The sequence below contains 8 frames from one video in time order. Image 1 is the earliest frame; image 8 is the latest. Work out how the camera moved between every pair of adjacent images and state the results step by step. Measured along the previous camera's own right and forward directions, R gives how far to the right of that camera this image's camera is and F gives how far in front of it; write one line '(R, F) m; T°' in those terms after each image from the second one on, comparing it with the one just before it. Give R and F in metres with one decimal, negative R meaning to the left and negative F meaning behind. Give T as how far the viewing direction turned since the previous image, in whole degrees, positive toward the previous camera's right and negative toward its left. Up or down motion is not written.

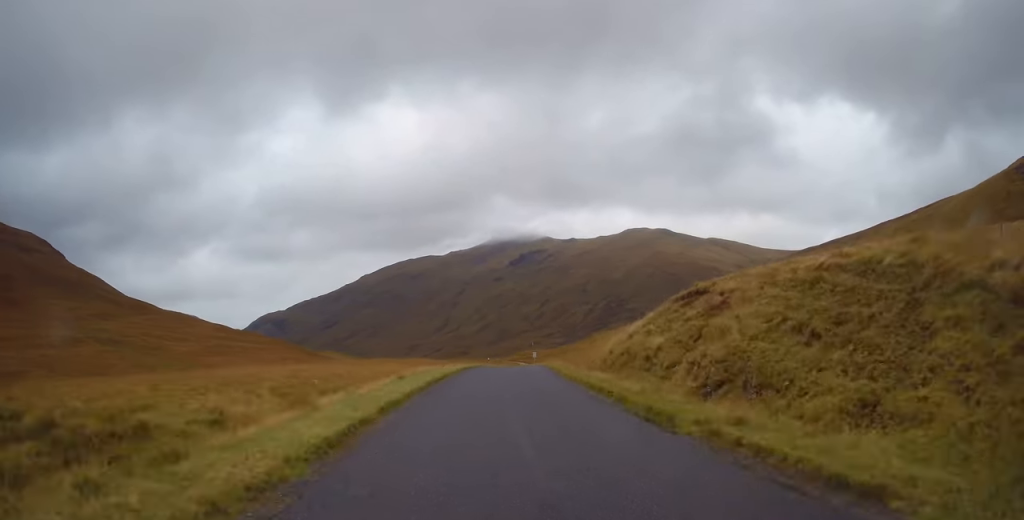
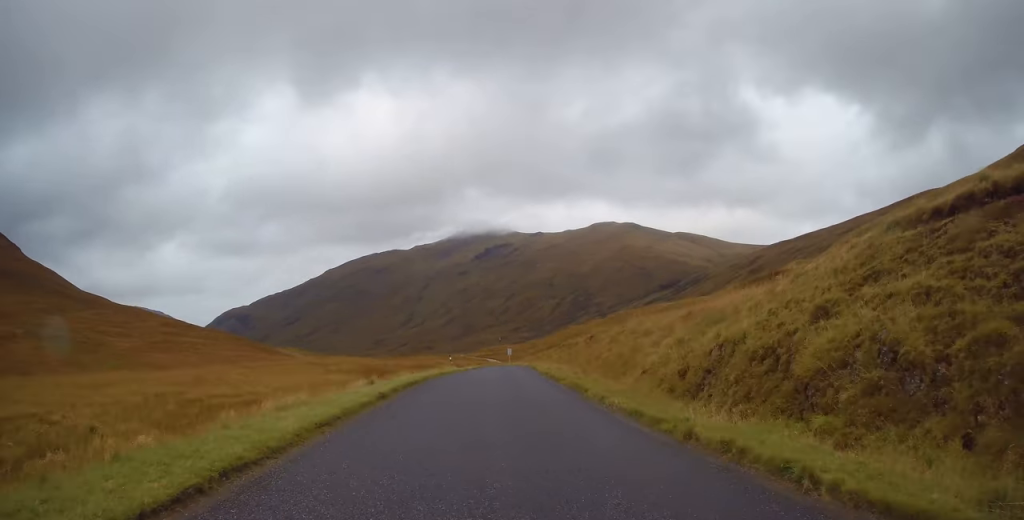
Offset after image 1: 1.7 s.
(+0.2, +23.4) m; +3°
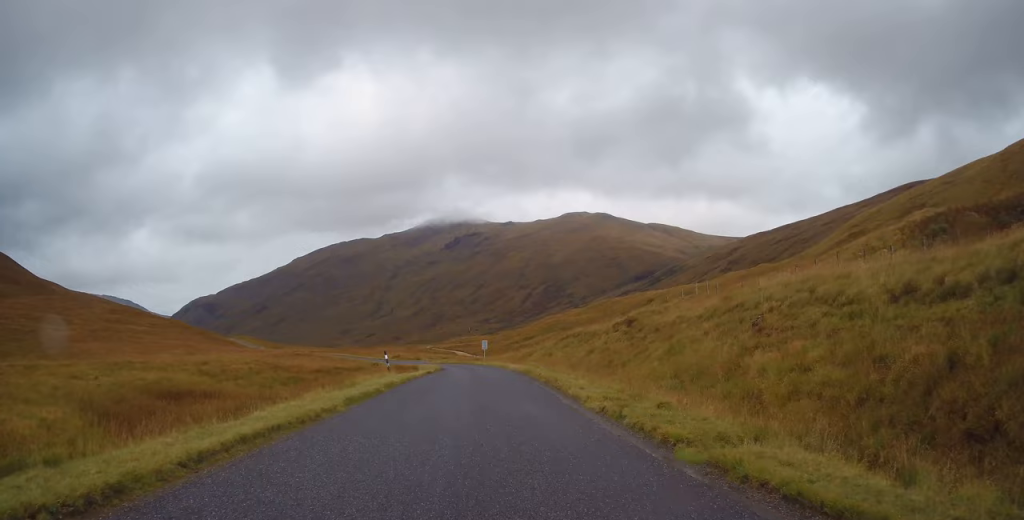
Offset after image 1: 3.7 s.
(+1.0, +28.4) m; -1°
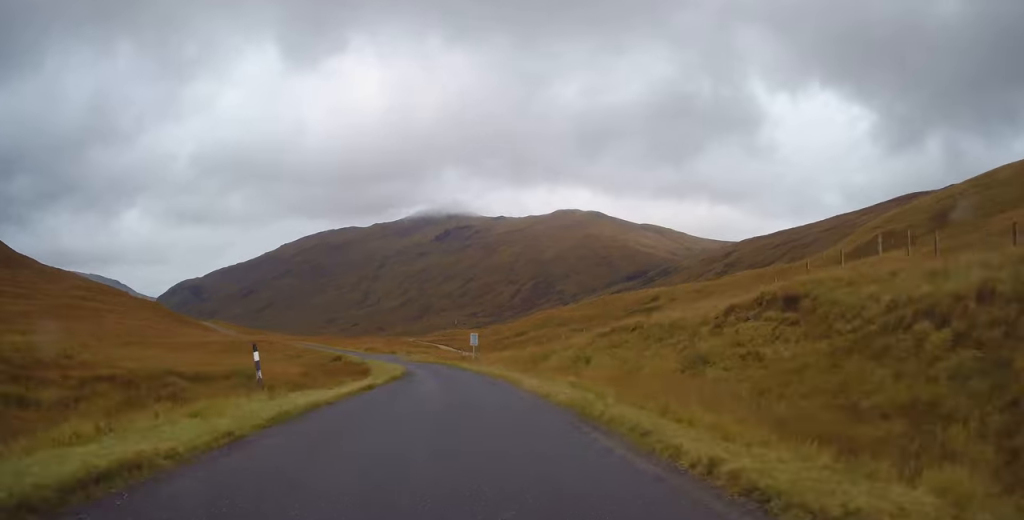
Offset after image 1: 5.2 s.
(+0.4, +21.6) m; -1°
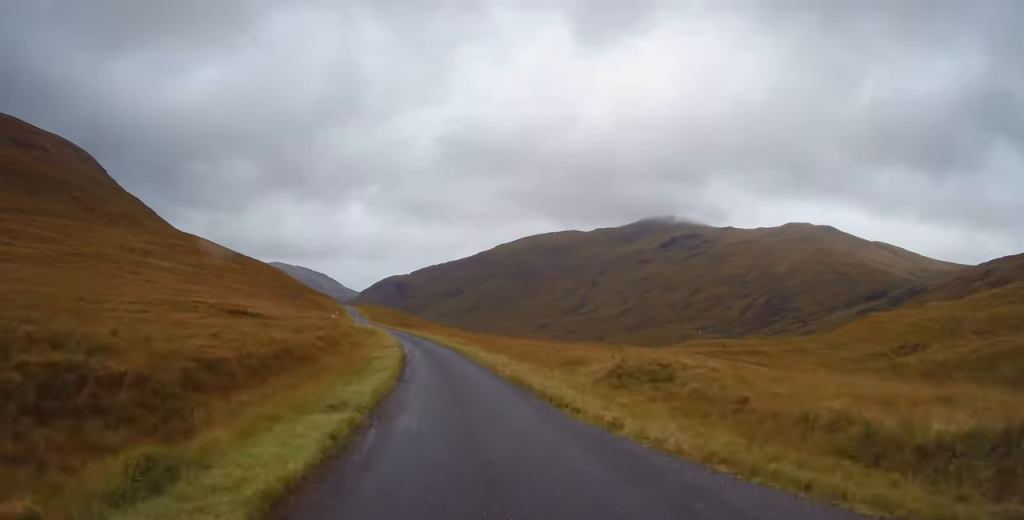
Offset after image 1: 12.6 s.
(-17.0, +112.8) m; -18°
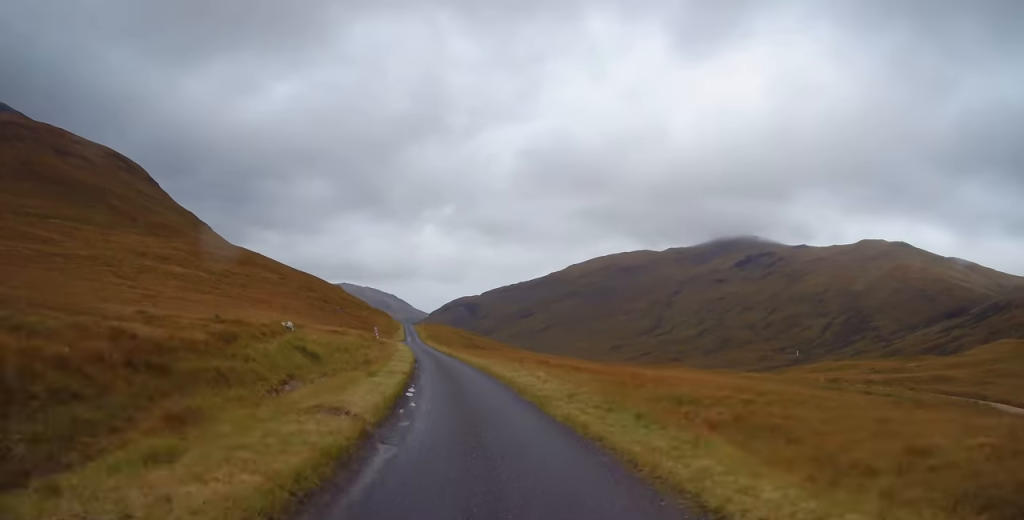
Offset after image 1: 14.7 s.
(-1.7, +34.3) m; -5°
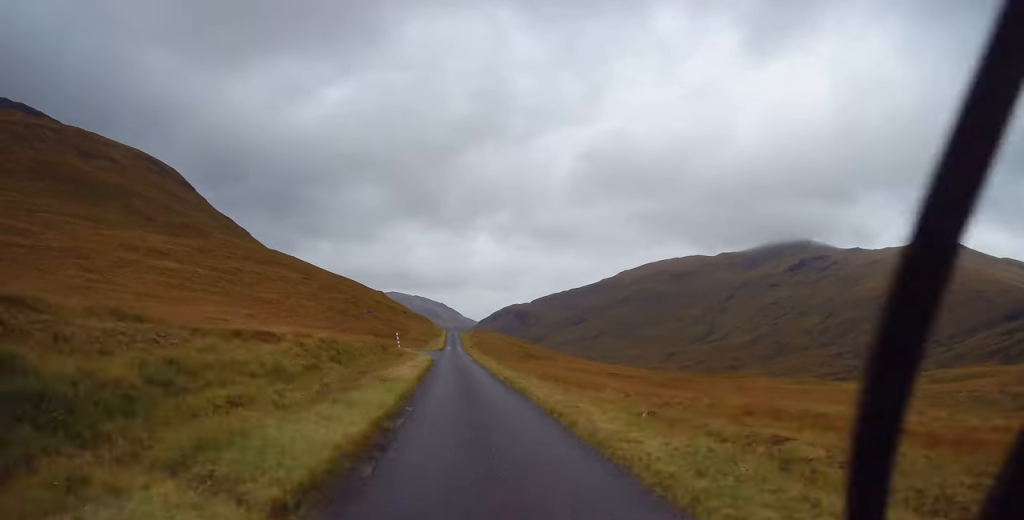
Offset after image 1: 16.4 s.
(-1.4, +28.3) m; -3°
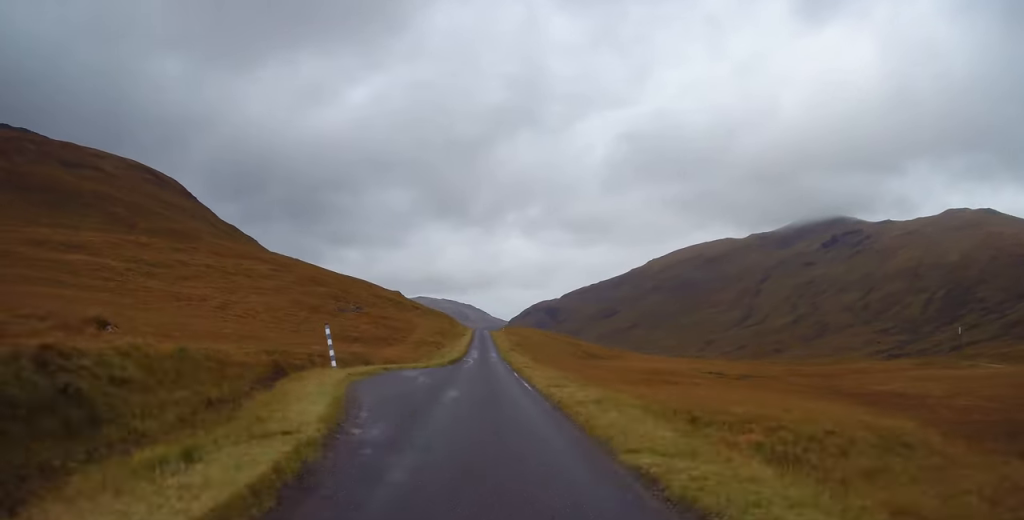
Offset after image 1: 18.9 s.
(-1.0, +41.4) m; -1°
